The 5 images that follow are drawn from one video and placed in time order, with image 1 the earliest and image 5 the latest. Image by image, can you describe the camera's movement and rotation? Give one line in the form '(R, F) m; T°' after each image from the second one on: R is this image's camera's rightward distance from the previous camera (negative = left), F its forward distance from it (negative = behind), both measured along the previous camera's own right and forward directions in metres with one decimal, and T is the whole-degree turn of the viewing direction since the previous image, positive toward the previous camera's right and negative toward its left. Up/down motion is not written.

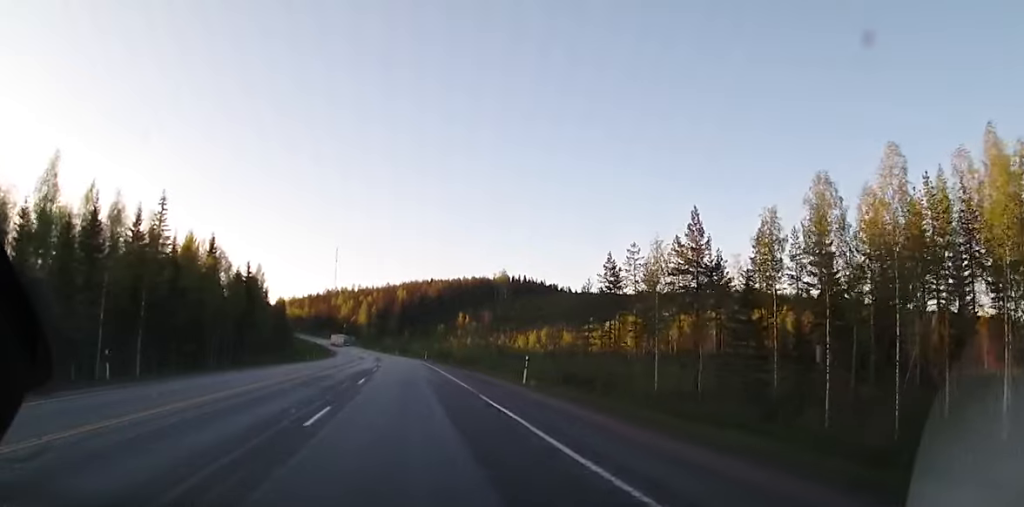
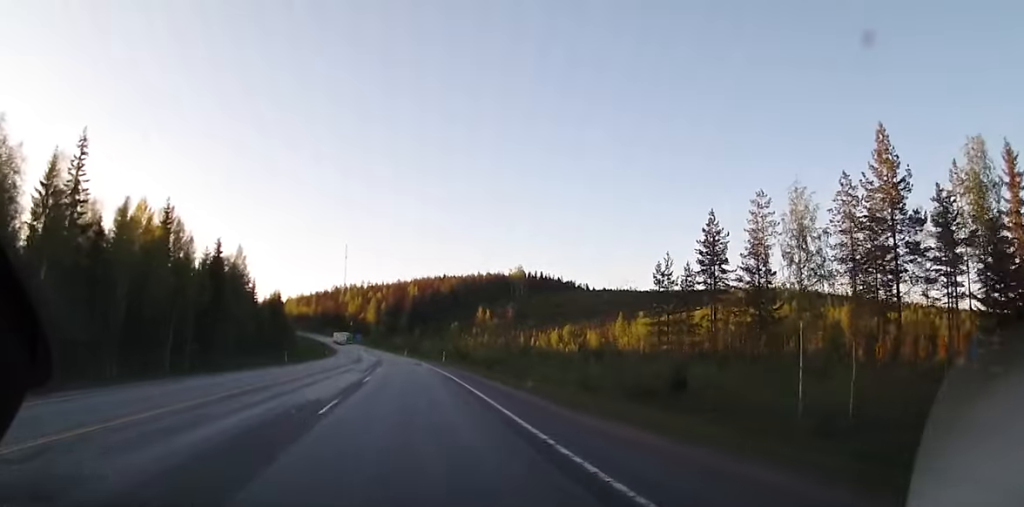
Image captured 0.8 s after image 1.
(+0.2, +21.7) m; -2°
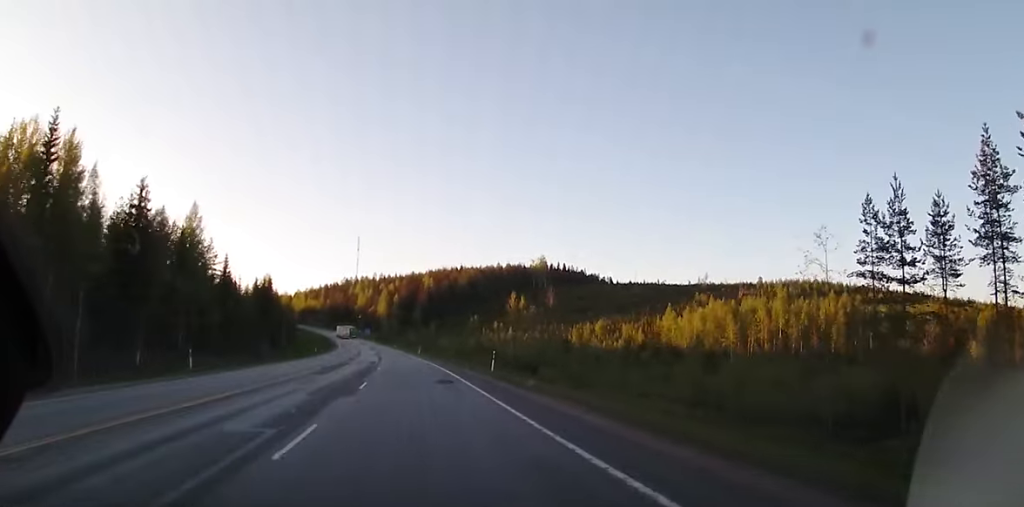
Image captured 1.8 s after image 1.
(-1.4, +28.0) m; -3°
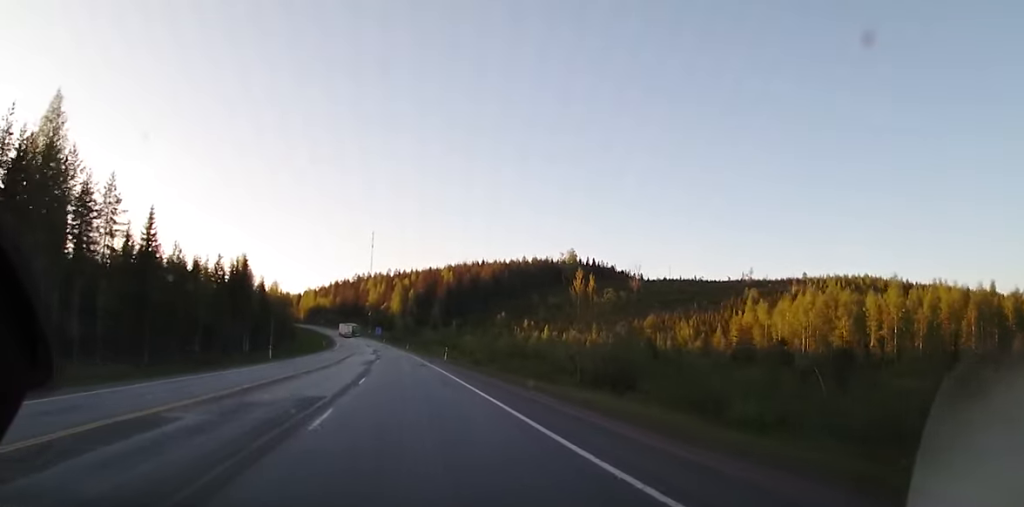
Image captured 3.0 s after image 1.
(-0.2, +35.7) m; 0°
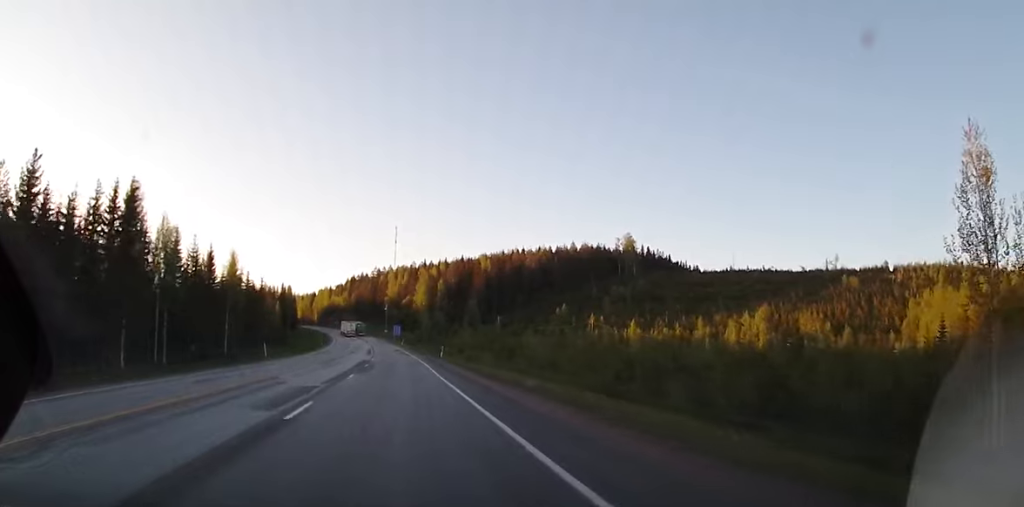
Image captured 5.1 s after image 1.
(0.0, +57.9) m; 0°
